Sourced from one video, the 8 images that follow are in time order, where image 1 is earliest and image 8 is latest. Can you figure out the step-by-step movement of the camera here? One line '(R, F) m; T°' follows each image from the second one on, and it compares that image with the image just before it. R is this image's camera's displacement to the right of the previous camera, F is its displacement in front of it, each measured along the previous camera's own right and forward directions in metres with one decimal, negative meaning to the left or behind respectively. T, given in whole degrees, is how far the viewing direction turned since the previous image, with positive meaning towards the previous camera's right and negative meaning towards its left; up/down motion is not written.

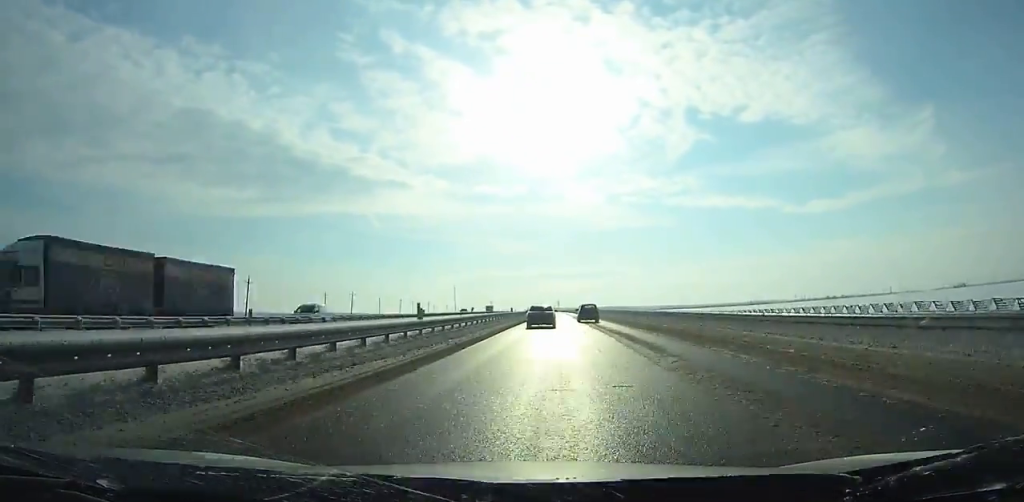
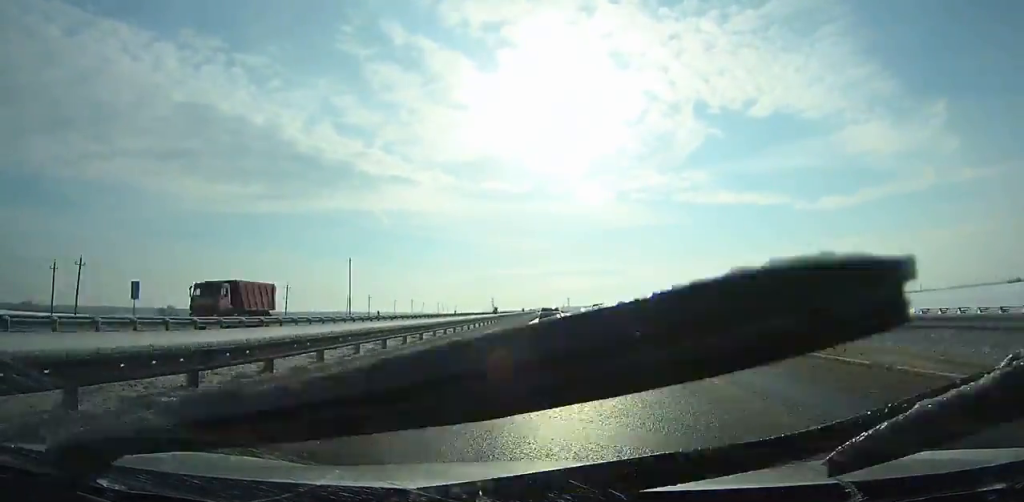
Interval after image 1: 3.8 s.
(0.0, +101.2) m; -1°
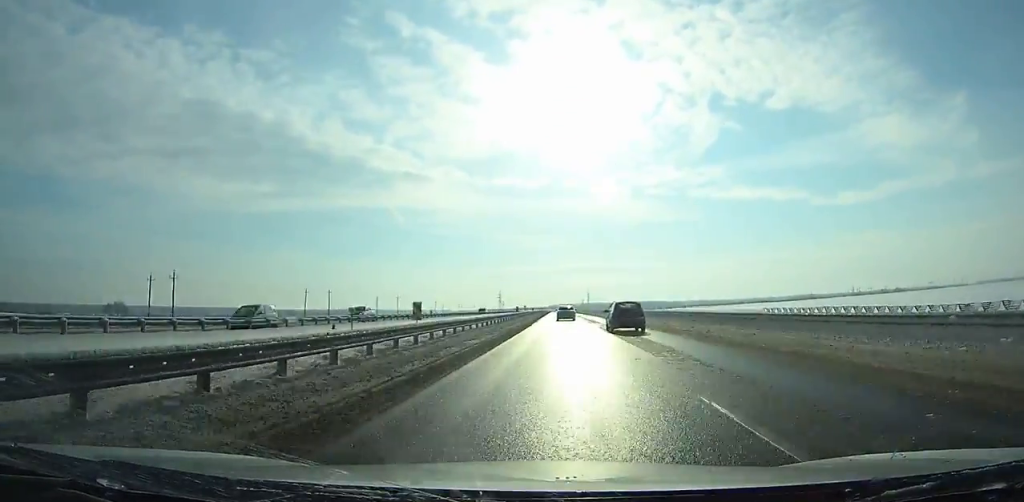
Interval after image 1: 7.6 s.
(-1.4, +103.6) m; -1°
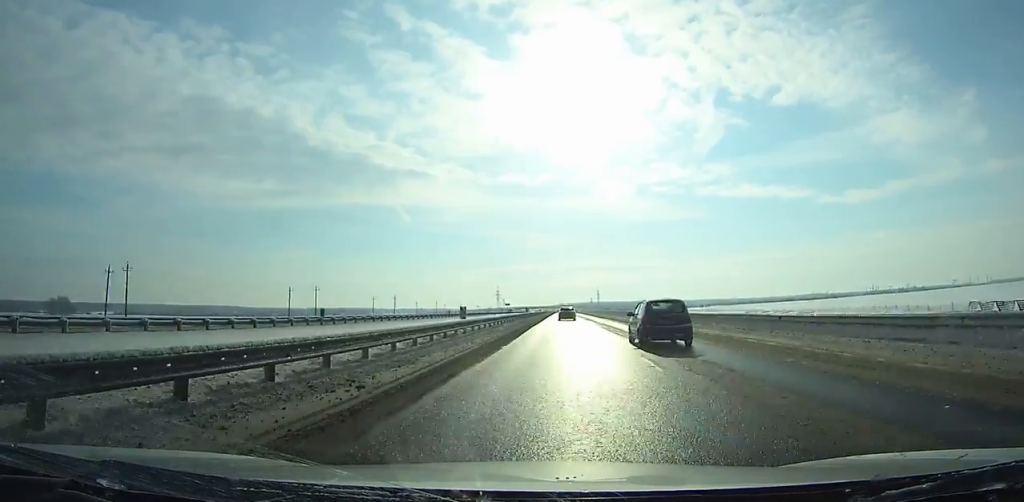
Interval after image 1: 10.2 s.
(-0.4, +72.0) m; 0°
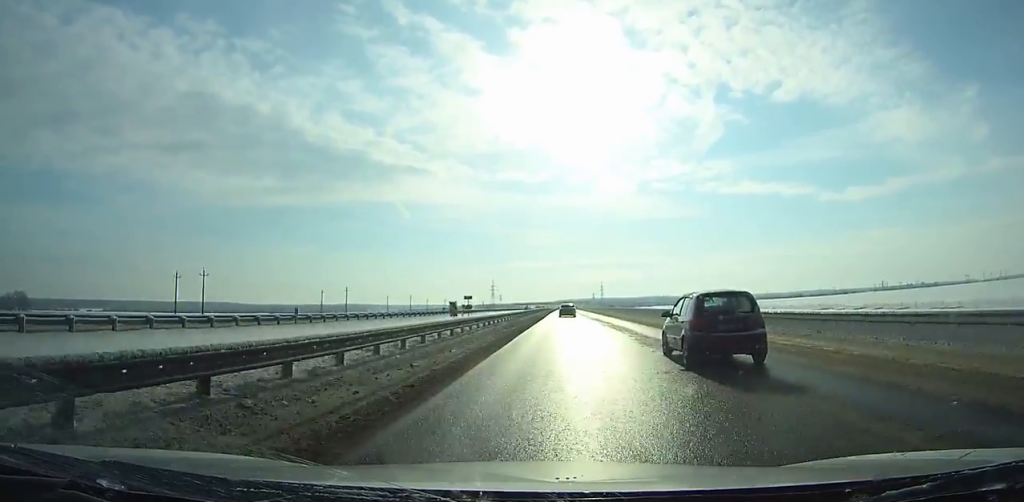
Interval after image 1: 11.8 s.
(-0.1, +44.9) m; 0°
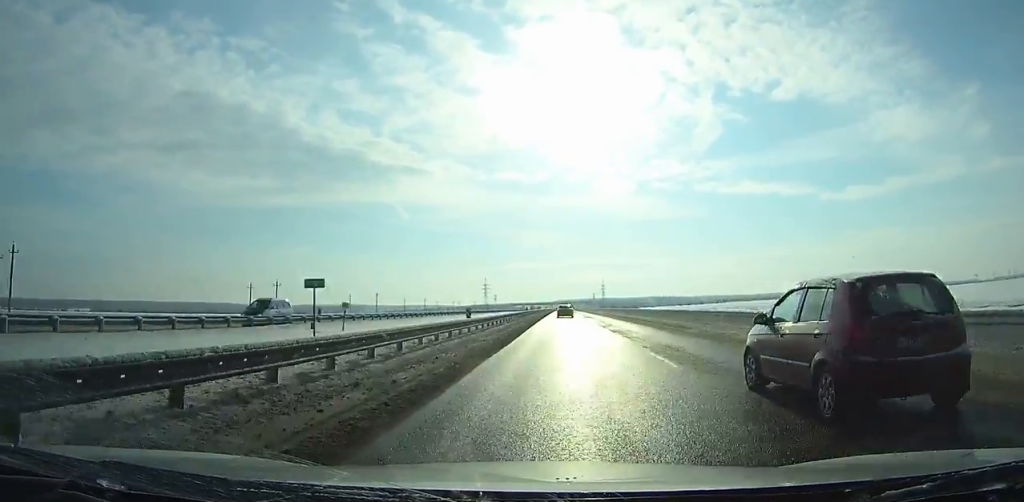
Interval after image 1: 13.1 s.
(0.0, +36.5) m; 0°
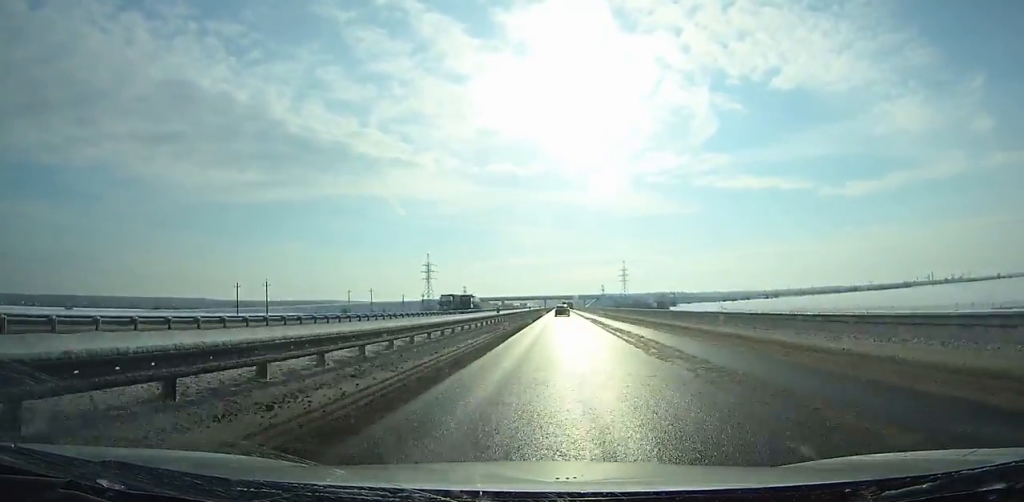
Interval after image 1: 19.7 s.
(+0.4, +187.0) m; 0°
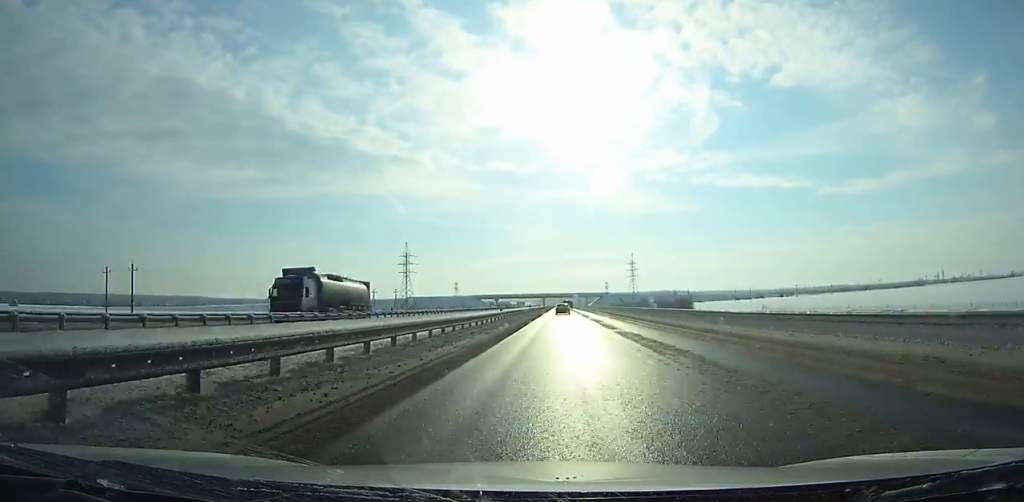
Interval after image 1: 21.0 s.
(0.0, +37.1) m; 0°
